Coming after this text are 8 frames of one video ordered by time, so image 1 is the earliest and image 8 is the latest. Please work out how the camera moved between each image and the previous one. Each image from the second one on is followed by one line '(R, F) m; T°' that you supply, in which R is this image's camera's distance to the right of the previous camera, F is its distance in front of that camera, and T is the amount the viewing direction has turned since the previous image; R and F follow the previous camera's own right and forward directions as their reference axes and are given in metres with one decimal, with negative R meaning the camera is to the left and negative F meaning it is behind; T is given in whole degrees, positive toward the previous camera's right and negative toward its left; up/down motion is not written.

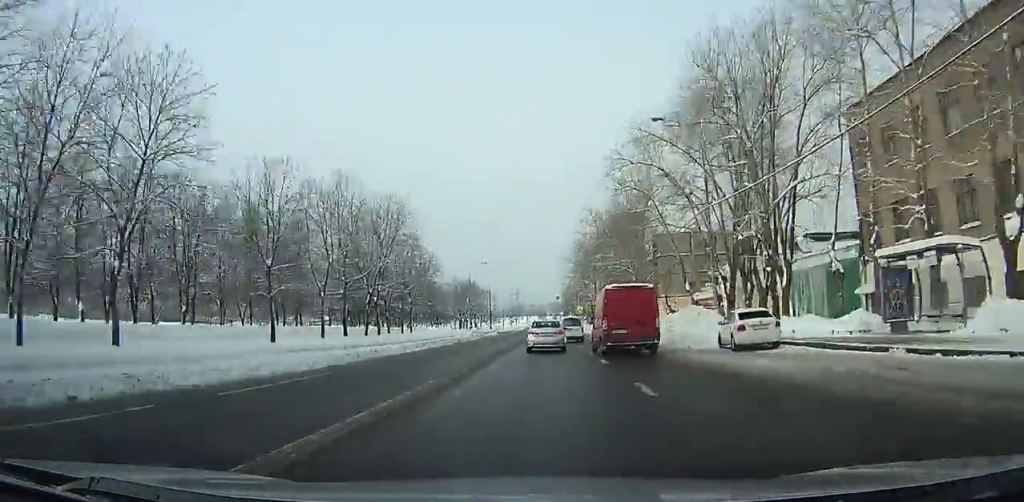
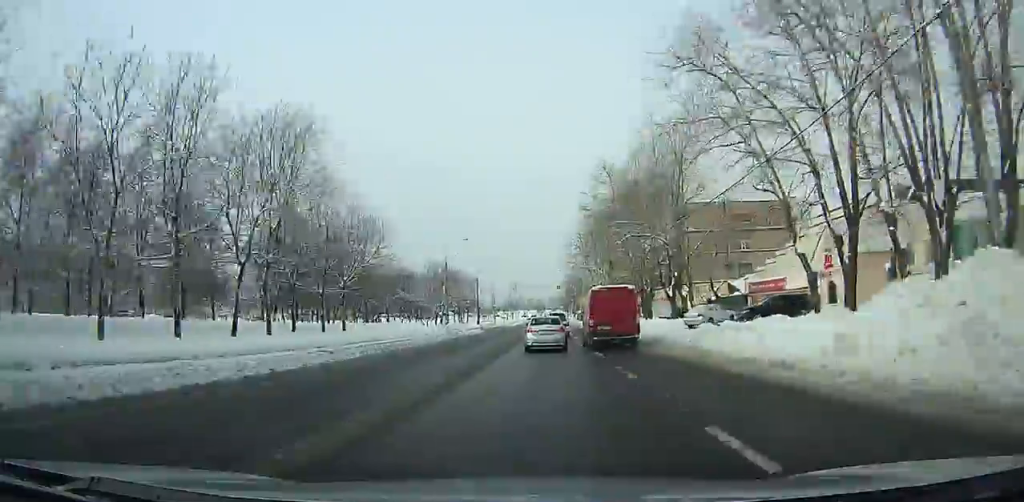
(0.0, +21.2) m; 0°
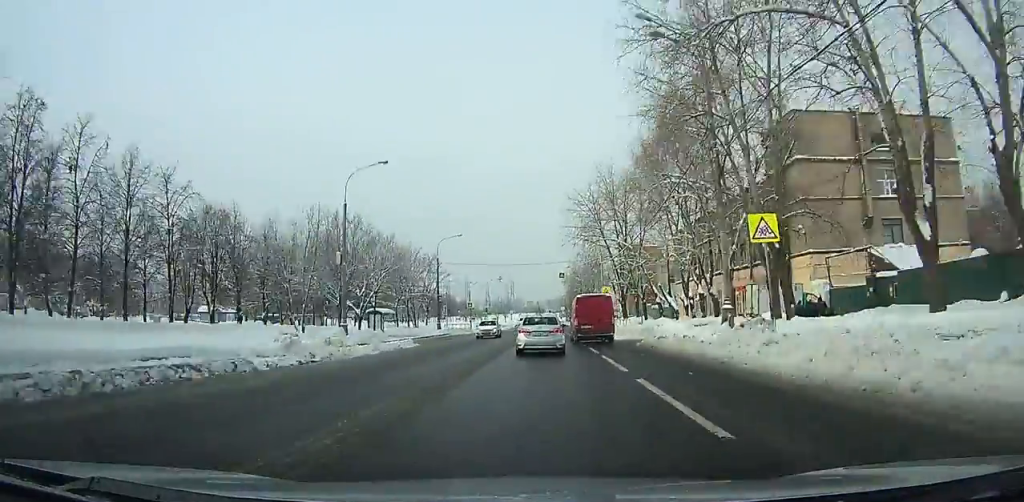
(-0.1, +37.3) m; 0°
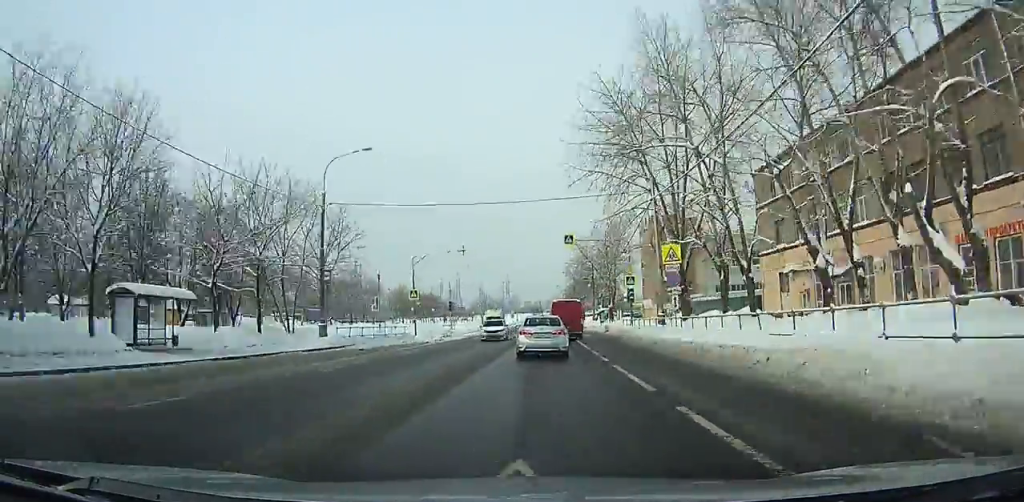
(+0.3, +36.1) m; 0°
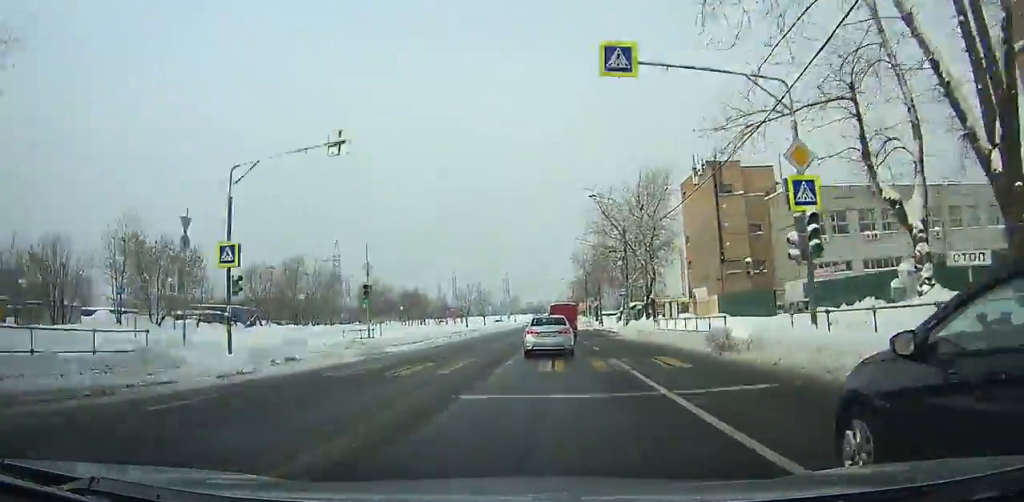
(-0.2, +32.8) m; 0°
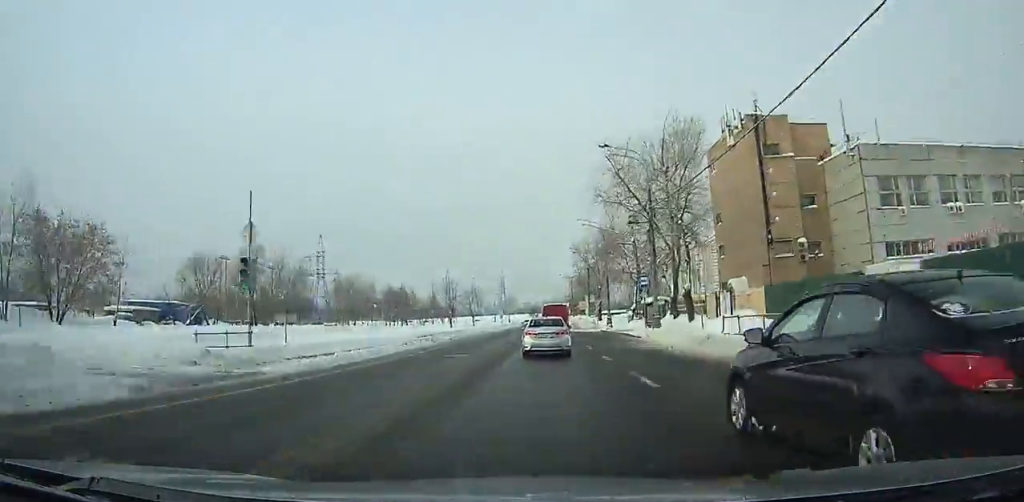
(0.0, +14.5) m; 0°
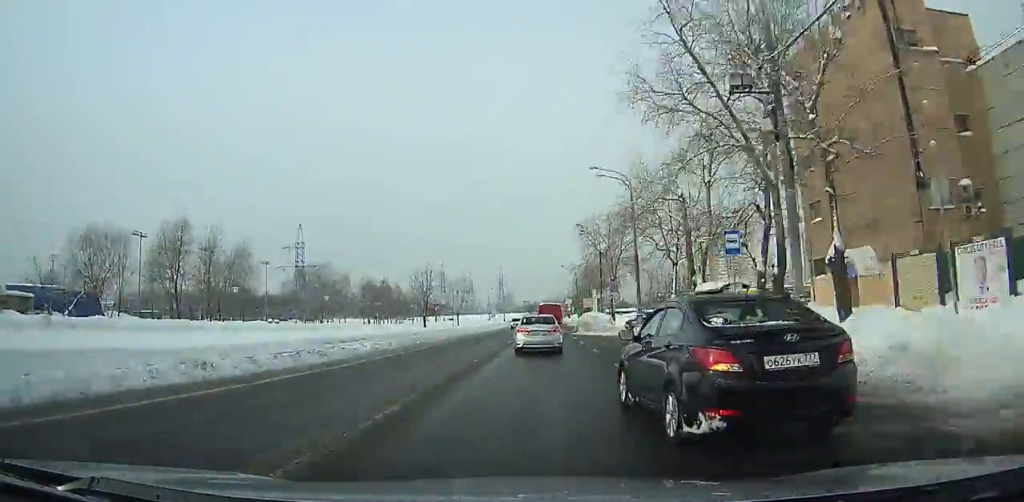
(+0.1, +20.5) m; 0°
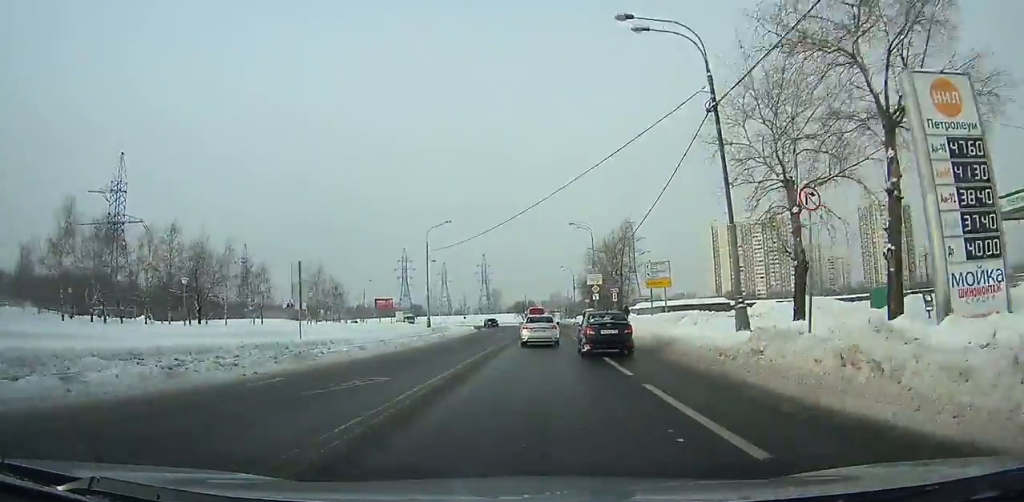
(-0.8, +100.3) m; 0°
